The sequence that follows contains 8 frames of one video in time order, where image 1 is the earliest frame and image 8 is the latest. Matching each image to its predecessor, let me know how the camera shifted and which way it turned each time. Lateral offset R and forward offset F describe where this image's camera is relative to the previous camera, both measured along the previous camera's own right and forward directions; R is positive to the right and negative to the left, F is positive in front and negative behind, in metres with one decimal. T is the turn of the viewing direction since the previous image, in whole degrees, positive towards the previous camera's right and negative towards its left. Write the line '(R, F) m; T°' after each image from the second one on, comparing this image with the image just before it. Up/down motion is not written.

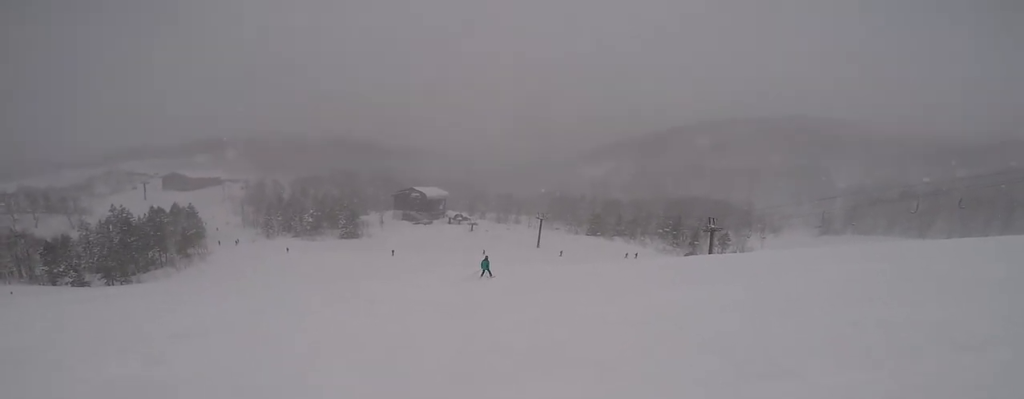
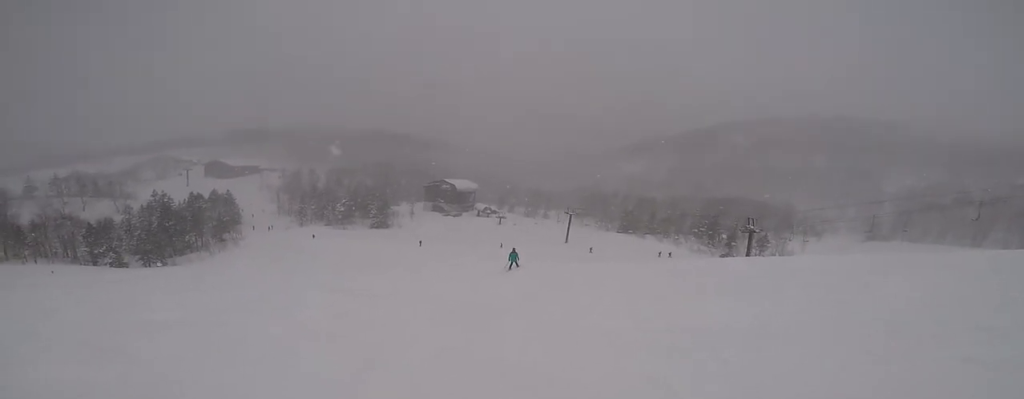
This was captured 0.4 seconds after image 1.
(-0.7, +1.7) m; 0°
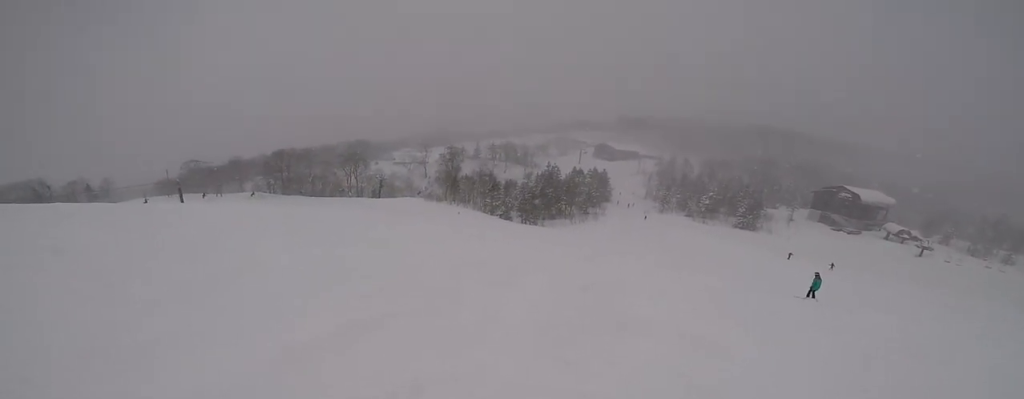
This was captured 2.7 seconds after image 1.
(-2.3, +7.6) m; -57°
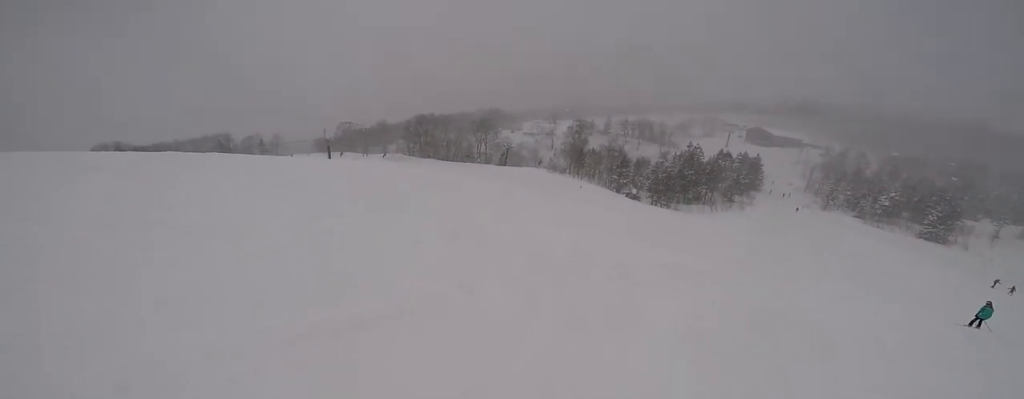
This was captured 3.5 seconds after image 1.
(-0.6, +3.5) m; -11°
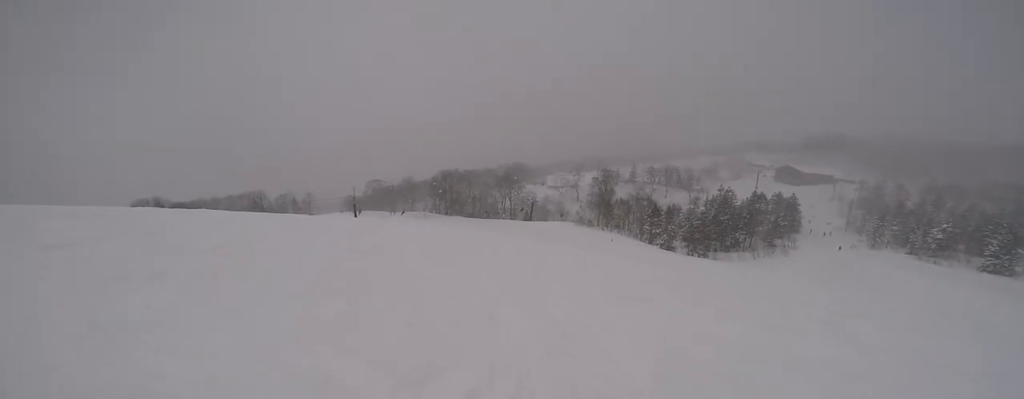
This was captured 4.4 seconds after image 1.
(-0.2, +3.6) m; -12°
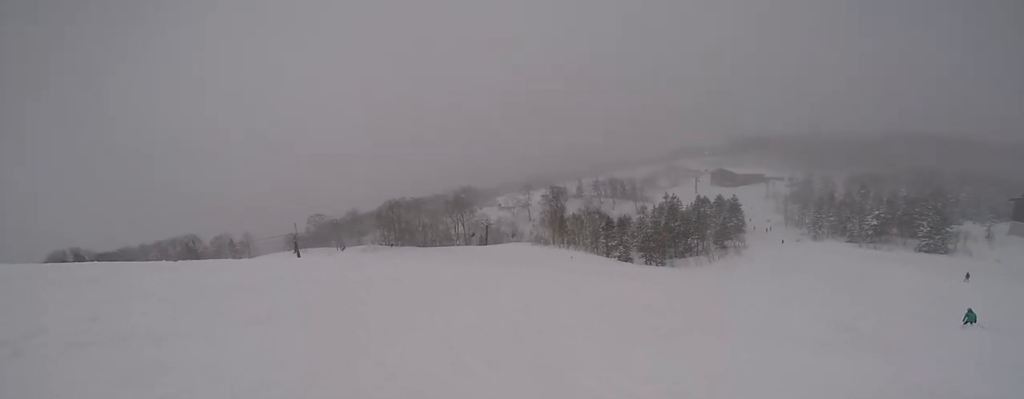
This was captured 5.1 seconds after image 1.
(-0.2, +2.7) m; -7°
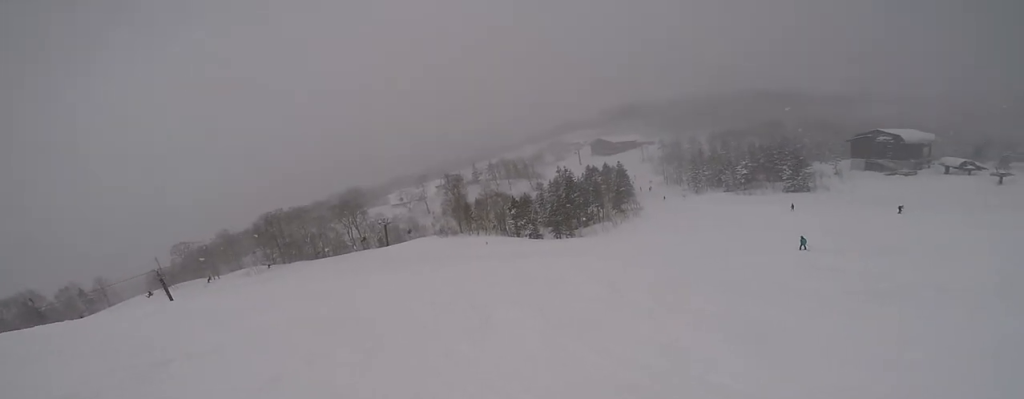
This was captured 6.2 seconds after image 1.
(-0.3, +4.4) m; +7°
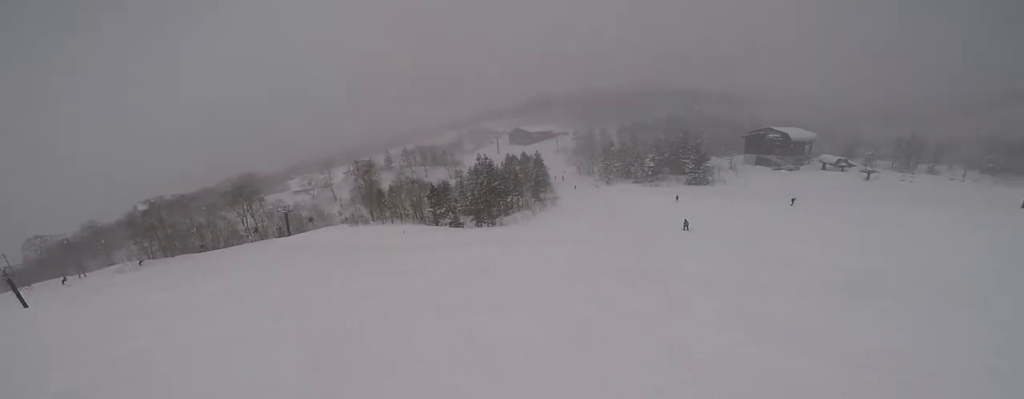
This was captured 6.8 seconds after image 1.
(+0.3, +2.4) m; +11°
